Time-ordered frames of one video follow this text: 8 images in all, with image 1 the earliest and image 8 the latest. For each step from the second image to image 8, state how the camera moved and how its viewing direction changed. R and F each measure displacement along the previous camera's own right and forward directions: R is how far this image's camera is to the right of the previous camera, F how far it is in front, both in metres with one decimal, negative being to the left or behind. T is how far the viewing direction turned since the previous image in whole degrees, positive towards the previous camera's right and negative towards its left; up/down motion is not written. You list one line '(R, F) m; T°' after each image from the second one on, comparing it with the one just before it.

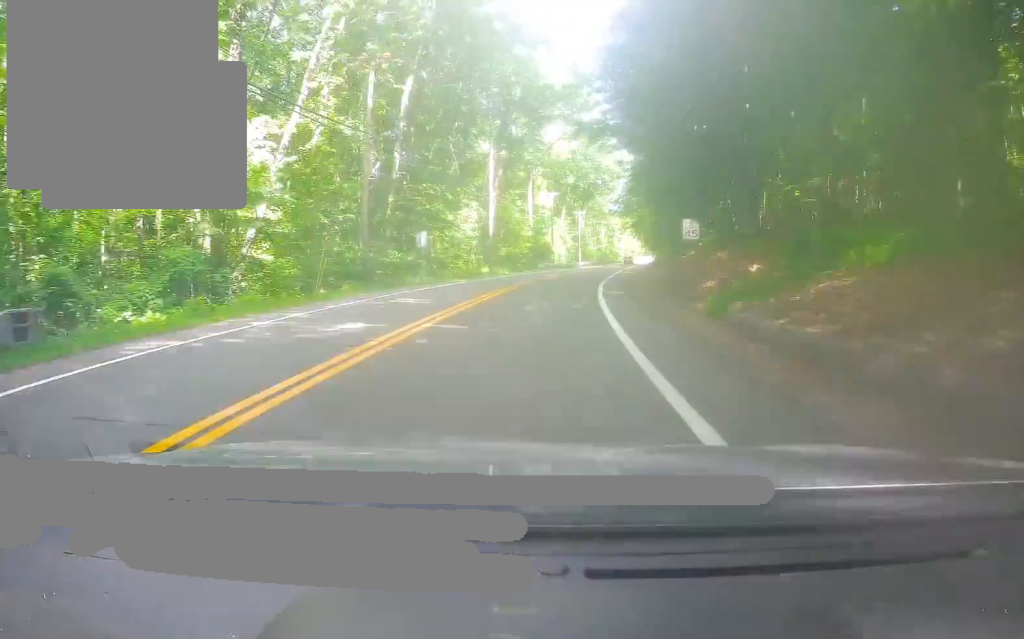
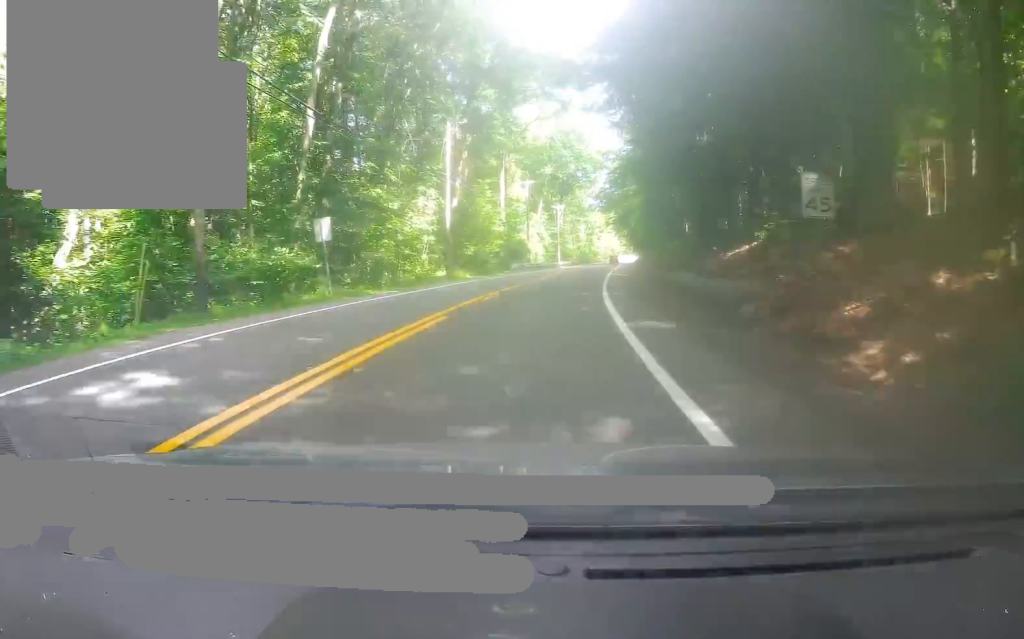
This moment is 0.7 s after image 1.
(+0.7, +13.5) m; +2°
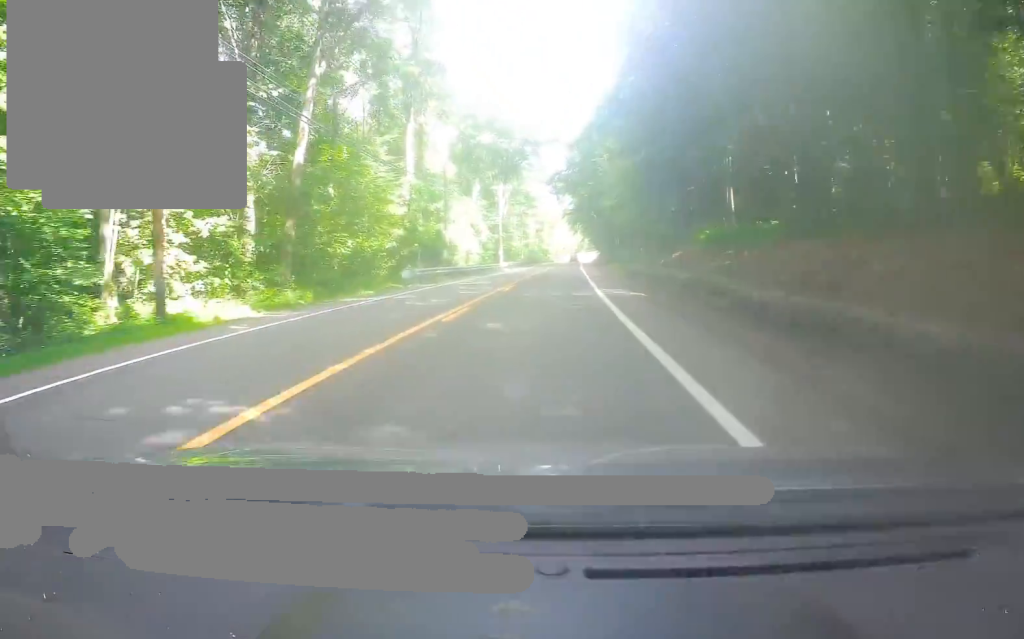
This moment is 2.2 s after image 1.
(+0.4, +31.2) m; +3°
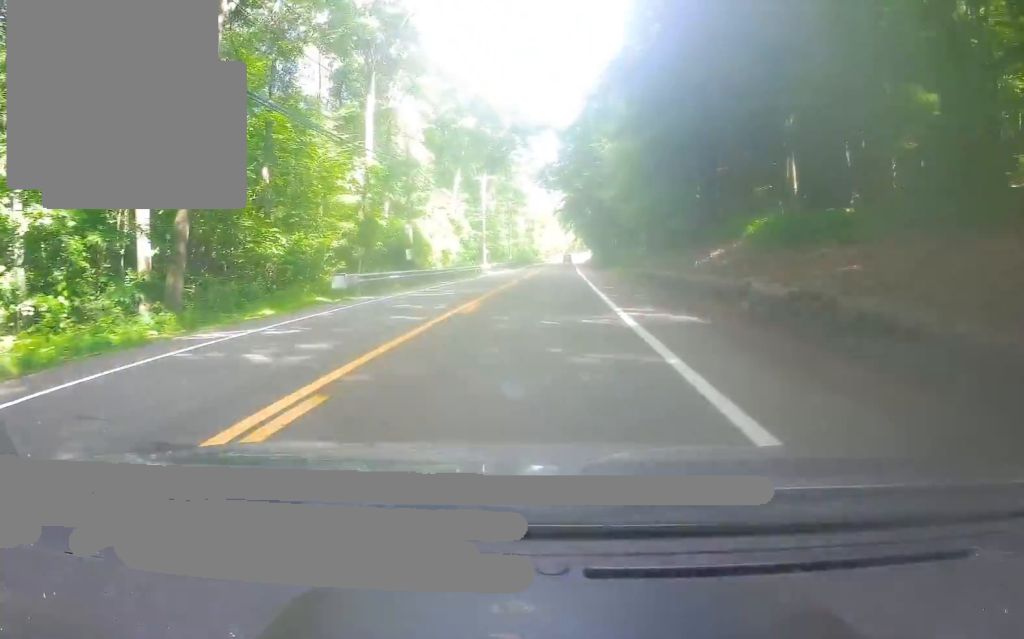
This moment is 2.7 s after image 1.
(0.0, +10.2) m; +2°
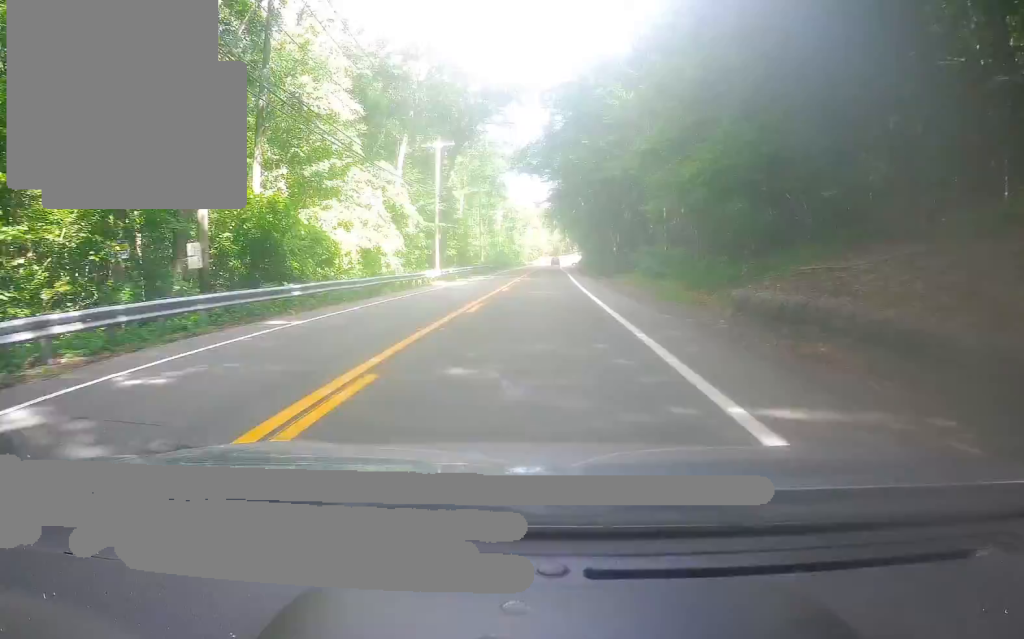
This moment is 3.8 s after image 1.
(+1.2, +23.0) m; +3°
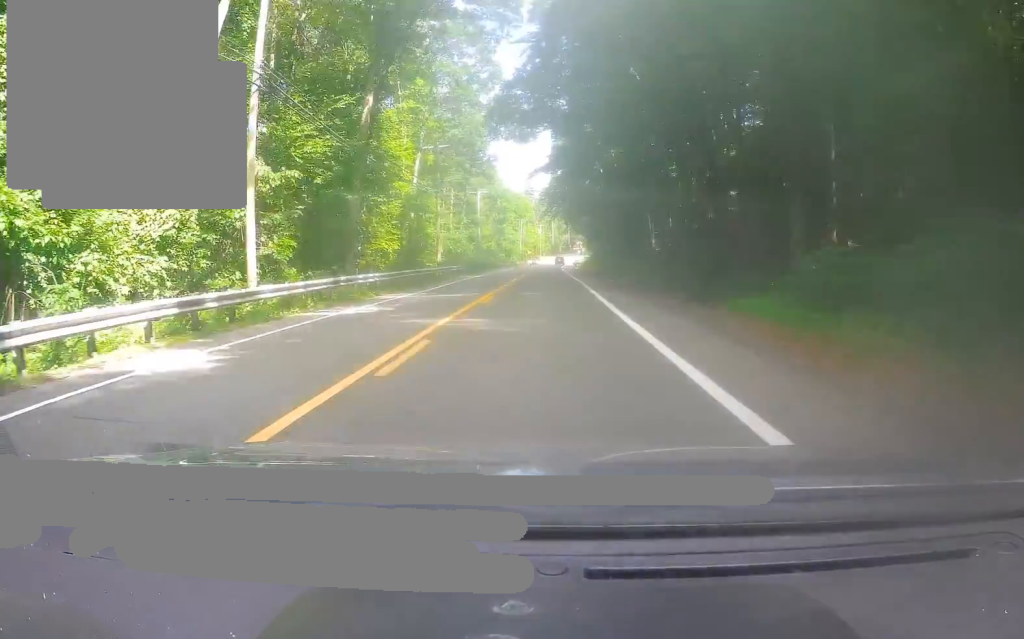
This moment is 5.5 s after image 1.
(-0.4, +33.4) m; +1°
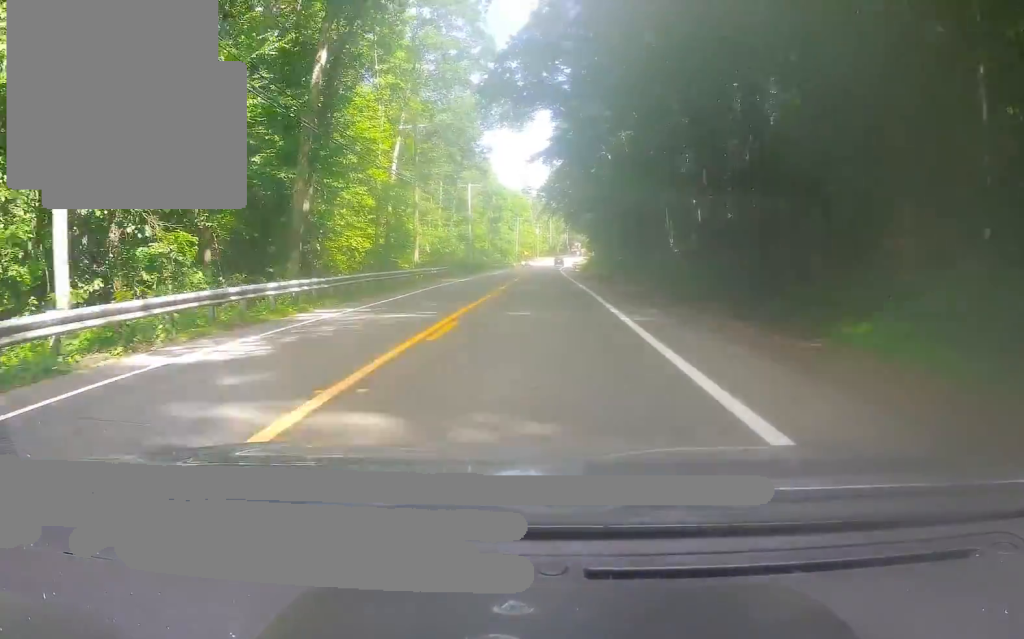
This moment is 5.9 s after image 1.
(-0.2, +8.7) m; +1°
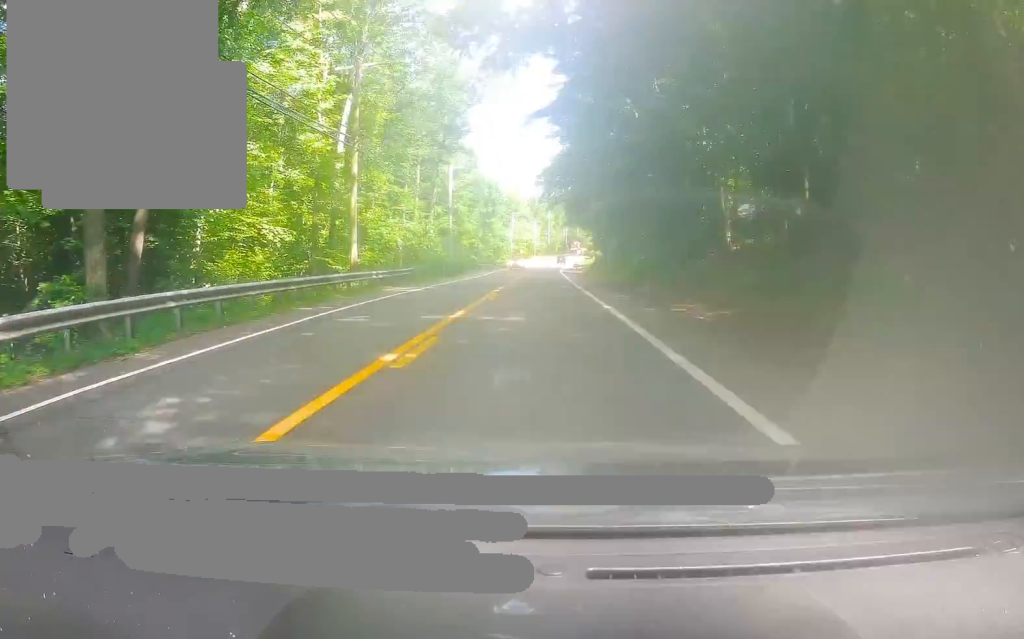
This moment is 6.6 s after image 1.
(+0.7, +14.1) m; +1°
